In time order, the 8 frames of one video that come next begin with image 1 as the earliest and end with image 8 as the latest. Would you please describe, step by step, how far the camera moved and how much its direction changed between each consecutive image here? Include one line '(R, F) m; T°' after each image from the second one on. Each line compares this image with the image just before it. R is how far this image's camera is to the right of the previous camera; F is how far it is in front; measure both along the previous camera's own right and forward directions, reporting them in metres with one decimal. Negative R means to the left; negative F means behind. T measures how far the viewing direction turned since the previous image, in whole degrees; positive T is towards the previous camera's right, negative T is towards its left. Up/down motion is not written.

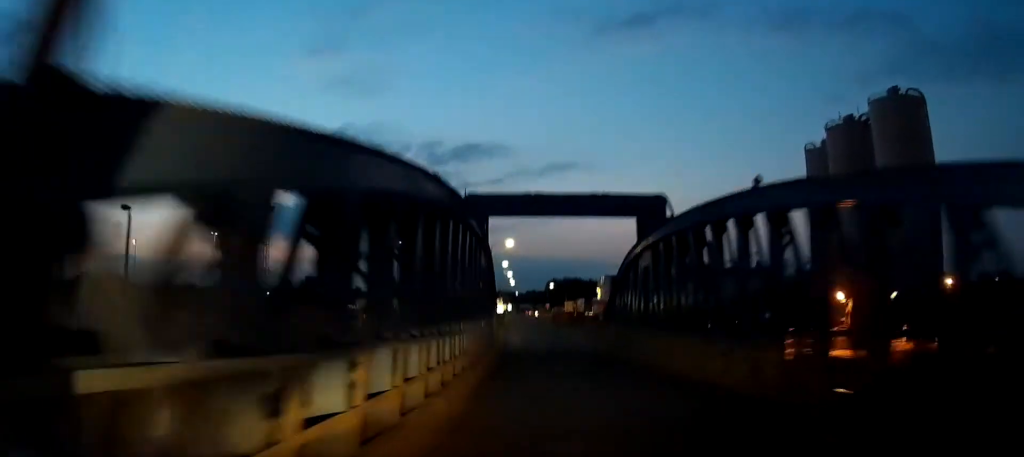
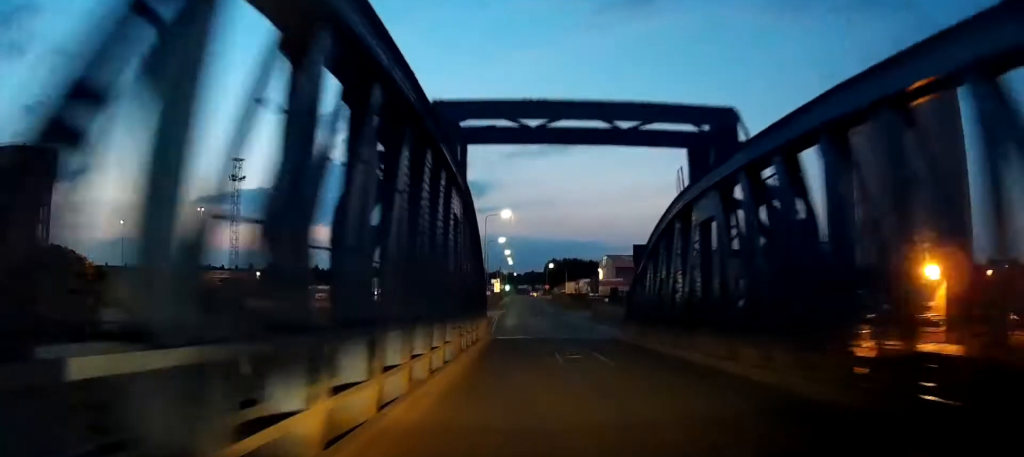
(-0.3, +7.5) m; +3°
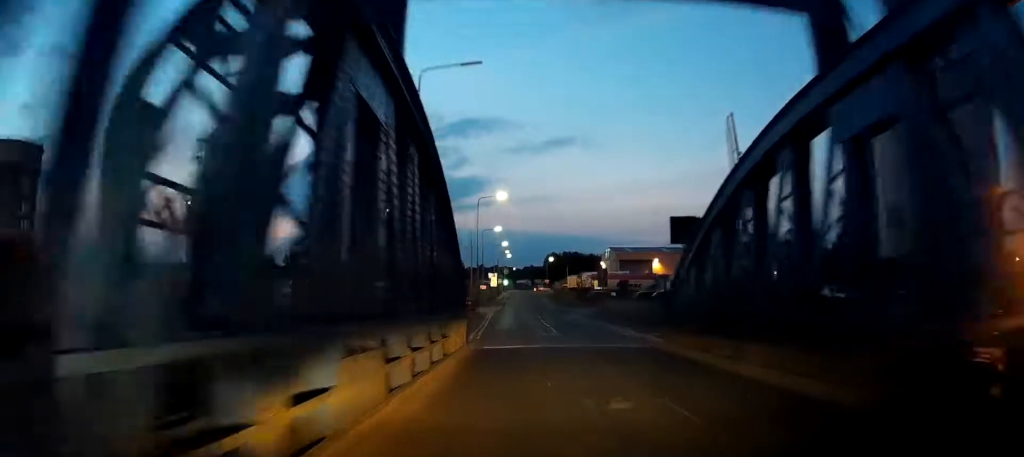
(+0.6, +7.1) m; +2°
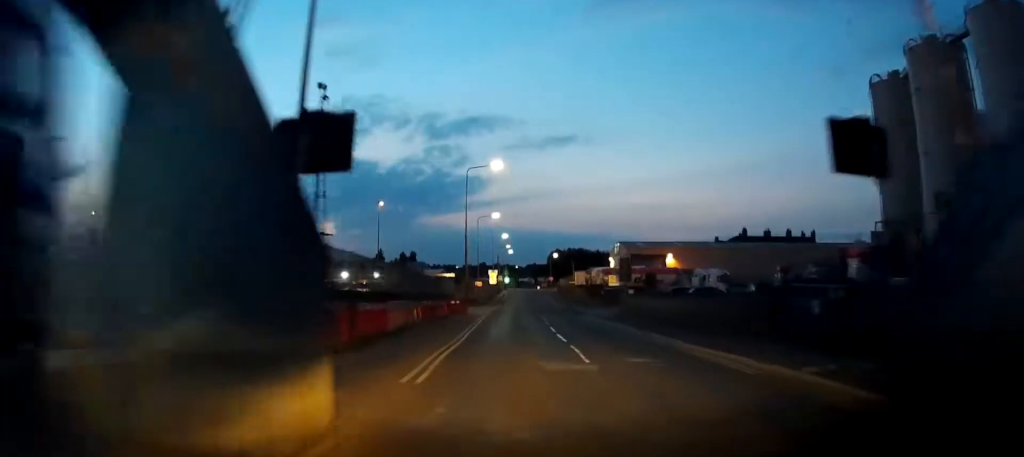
(+0.1, +10.9) m; -1°
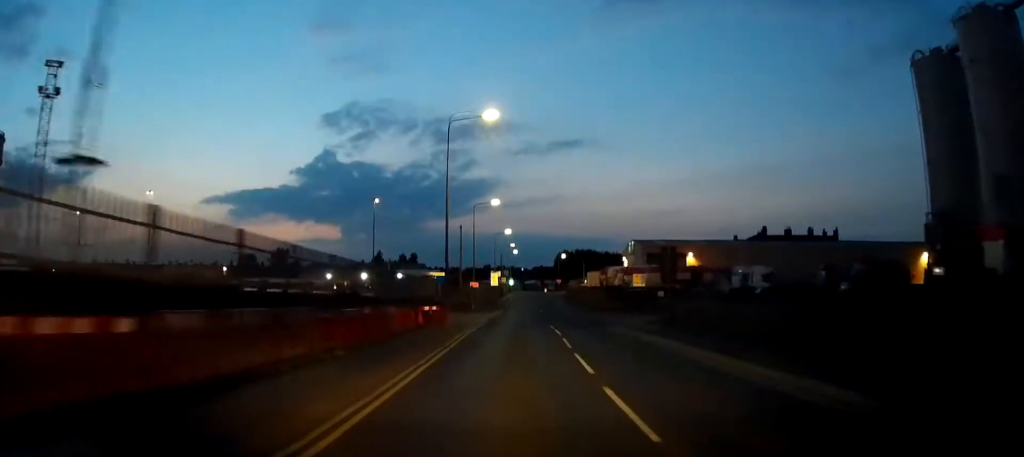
(-0.4, +12.0) m; -3°
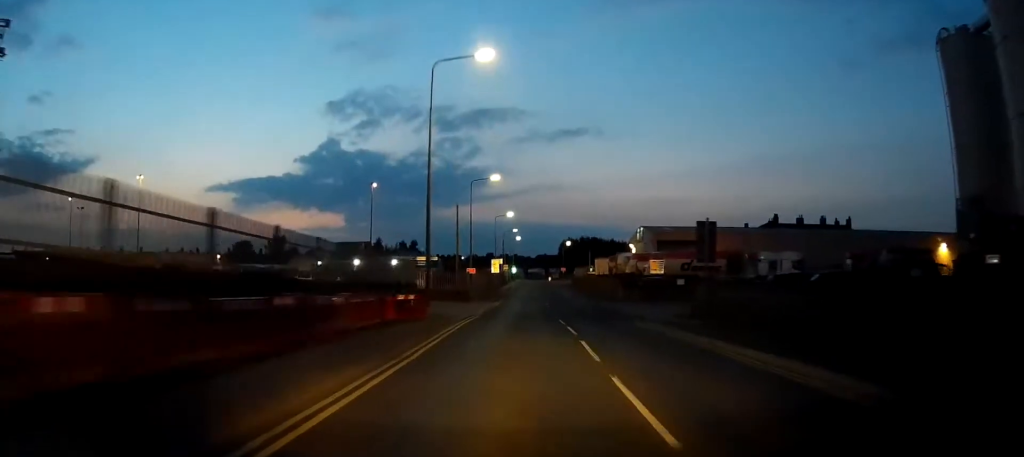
(-0.1, +6.4) m; -1°
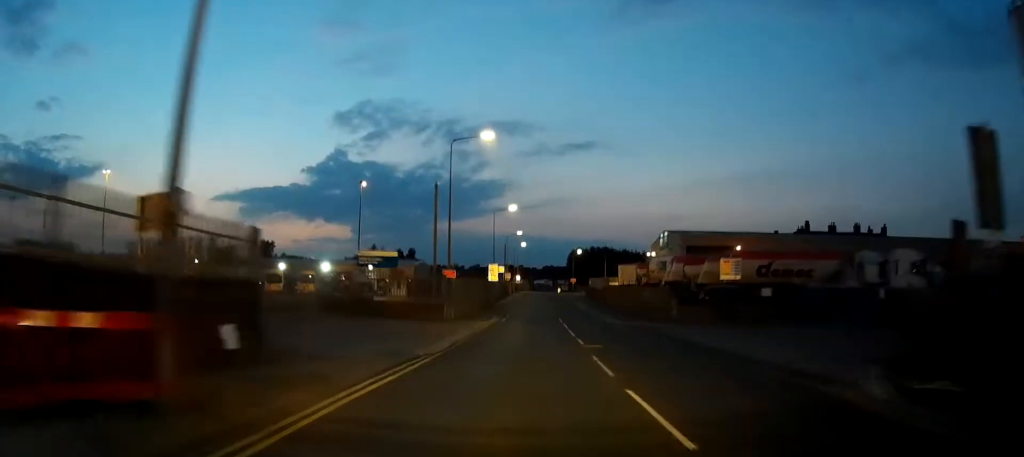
(-0.4, +17.7) m; -2°
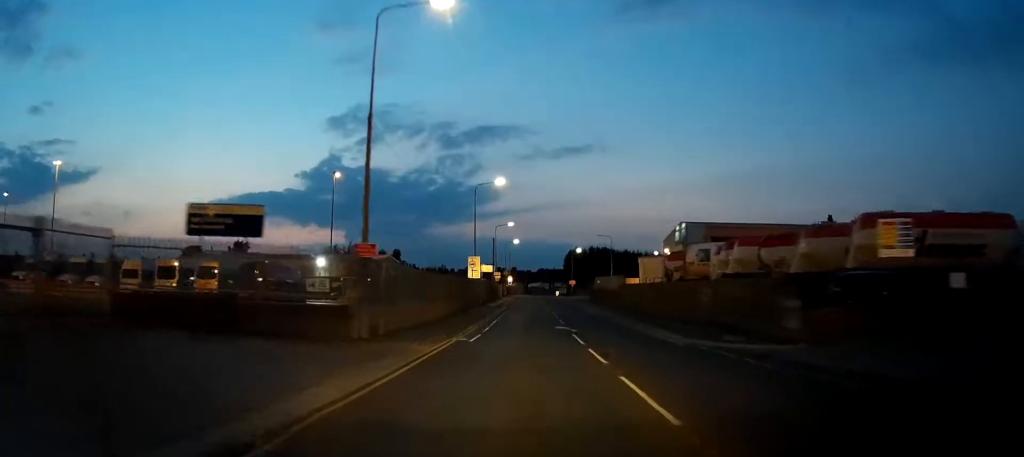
(-0.2, +15.9) m; -1°
